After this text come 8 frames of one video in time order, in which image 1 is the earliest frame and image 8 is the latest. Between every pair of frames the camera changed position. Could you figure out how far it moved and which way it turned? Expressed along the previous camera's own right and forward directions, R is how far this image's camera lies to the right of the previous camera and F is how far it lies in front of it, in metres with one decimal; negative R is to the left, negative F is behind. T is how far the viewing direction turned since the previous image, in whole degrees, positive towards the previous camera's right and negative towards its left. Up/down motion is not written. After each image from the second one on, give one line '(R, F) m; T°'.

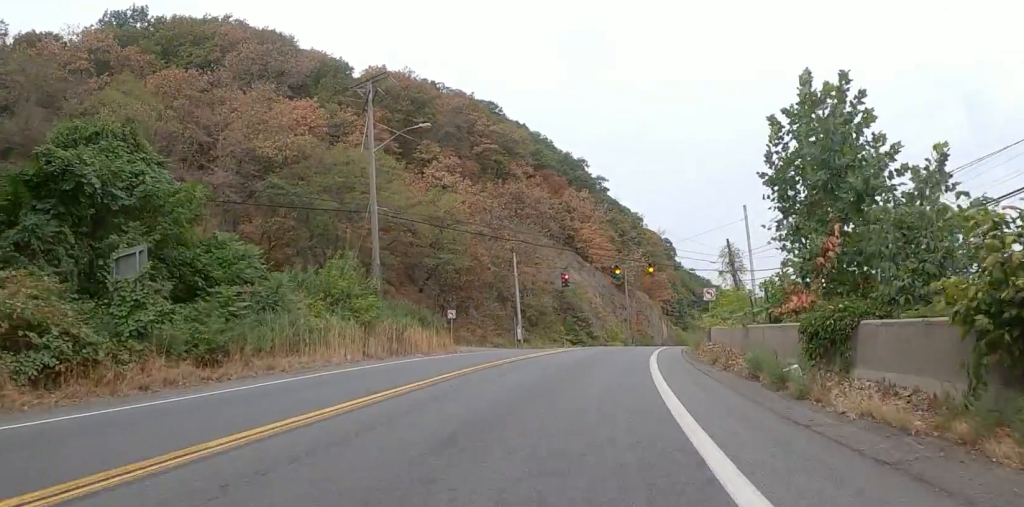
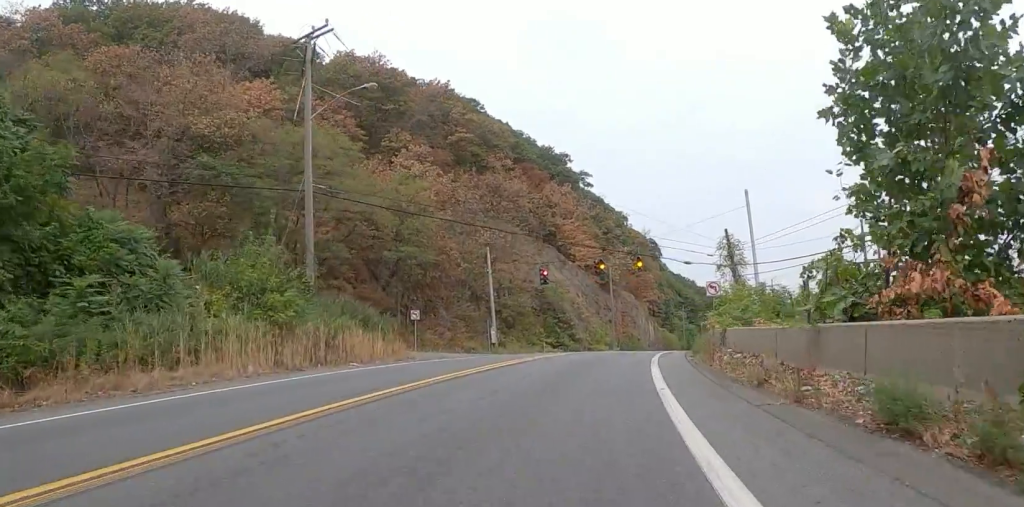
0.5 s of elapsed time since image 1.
(+0.5, +5.1) m; +2°
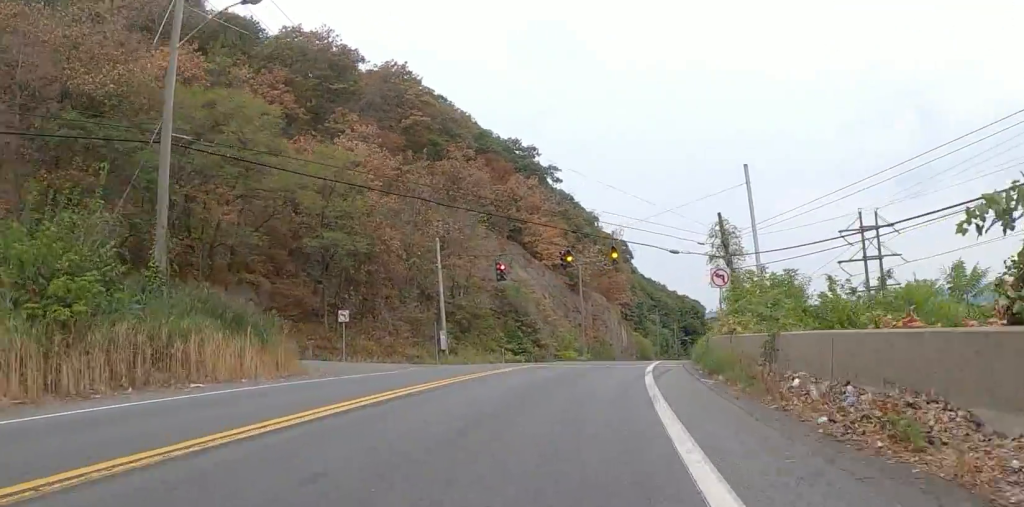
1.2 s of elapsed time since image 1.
(-0.2, +6.9) m; +1°
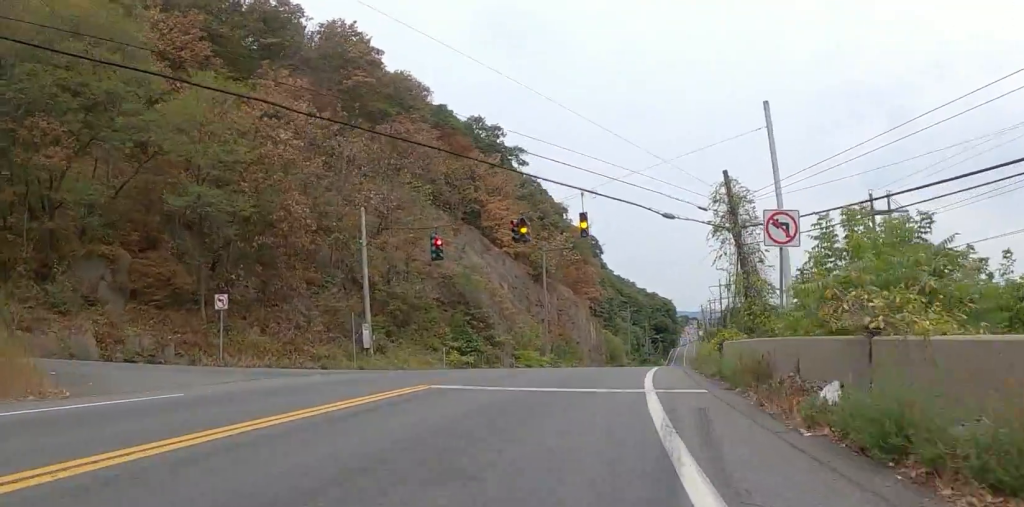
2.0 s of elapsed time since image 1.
(0.0, +8.5) m; +4°
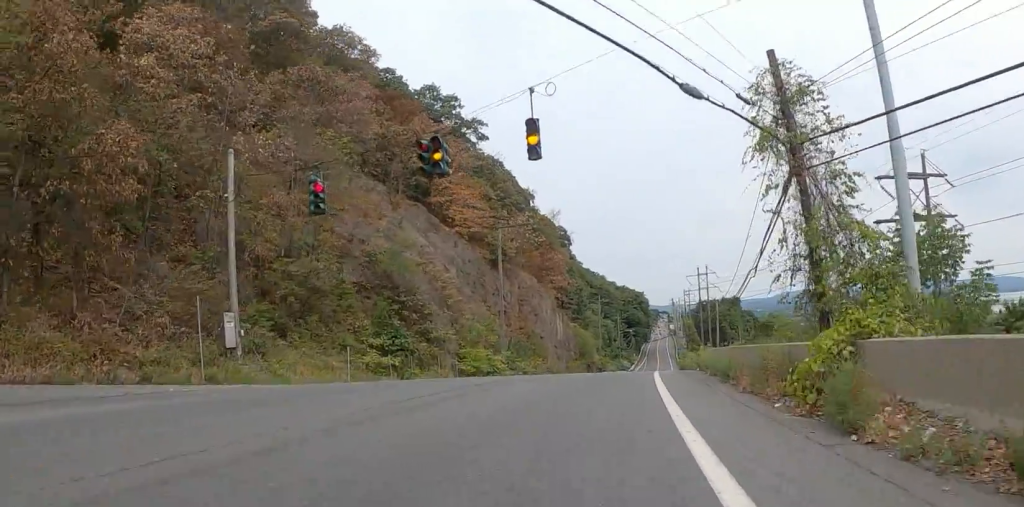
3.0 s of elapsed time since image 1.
(+0.8, +10.2) m; +7°
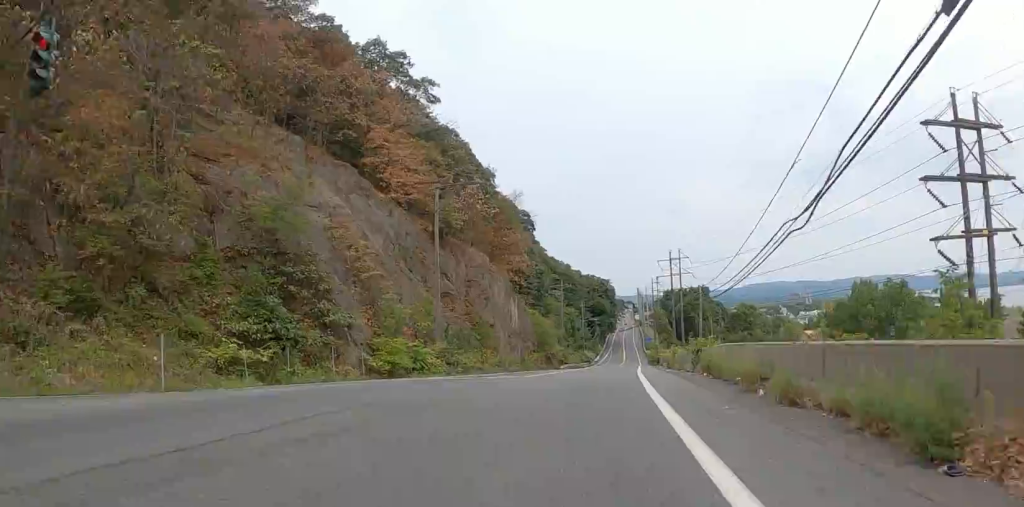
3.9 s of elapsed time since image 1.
(+0.4, +9.9) m; +1°
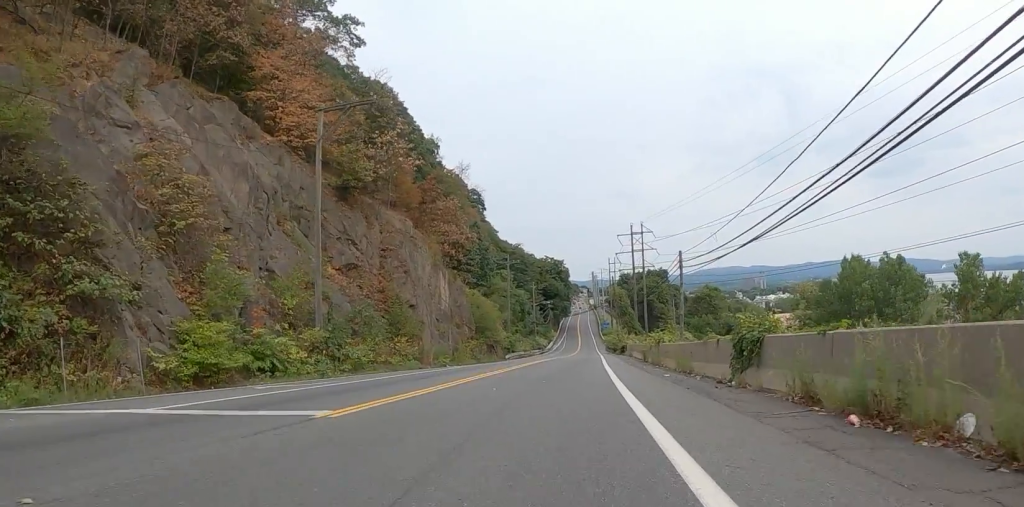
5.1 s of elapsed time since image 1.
(-0.2, +12.2) m; +2°
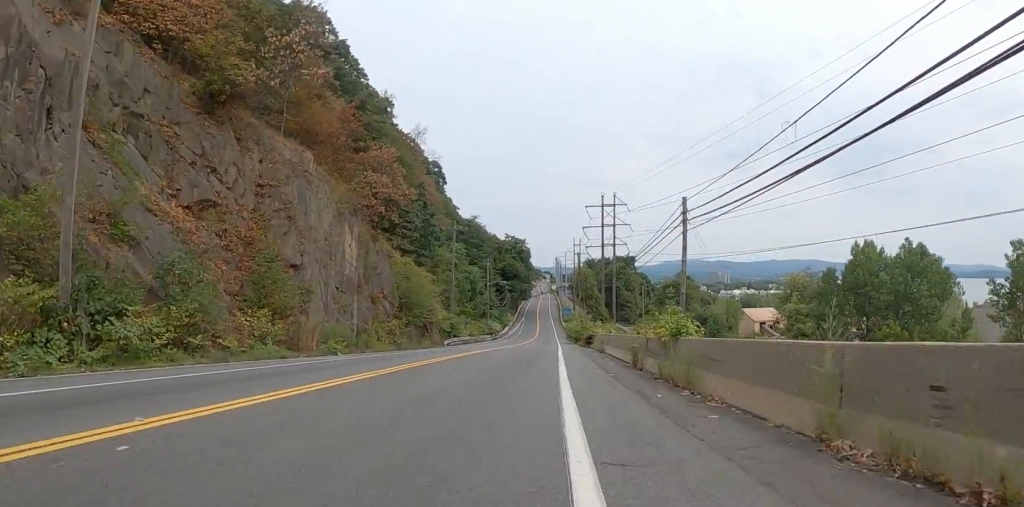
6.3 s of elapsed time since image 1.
(+0.6, +13.4) m; +3°
